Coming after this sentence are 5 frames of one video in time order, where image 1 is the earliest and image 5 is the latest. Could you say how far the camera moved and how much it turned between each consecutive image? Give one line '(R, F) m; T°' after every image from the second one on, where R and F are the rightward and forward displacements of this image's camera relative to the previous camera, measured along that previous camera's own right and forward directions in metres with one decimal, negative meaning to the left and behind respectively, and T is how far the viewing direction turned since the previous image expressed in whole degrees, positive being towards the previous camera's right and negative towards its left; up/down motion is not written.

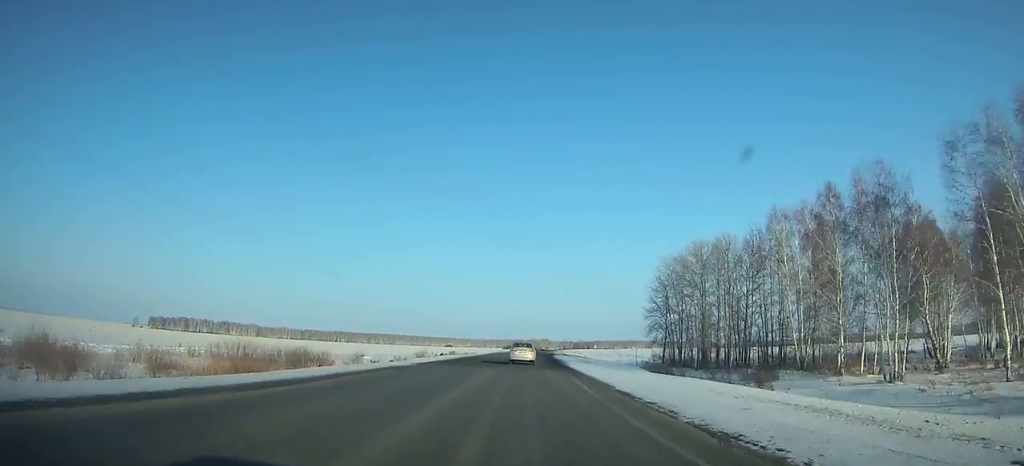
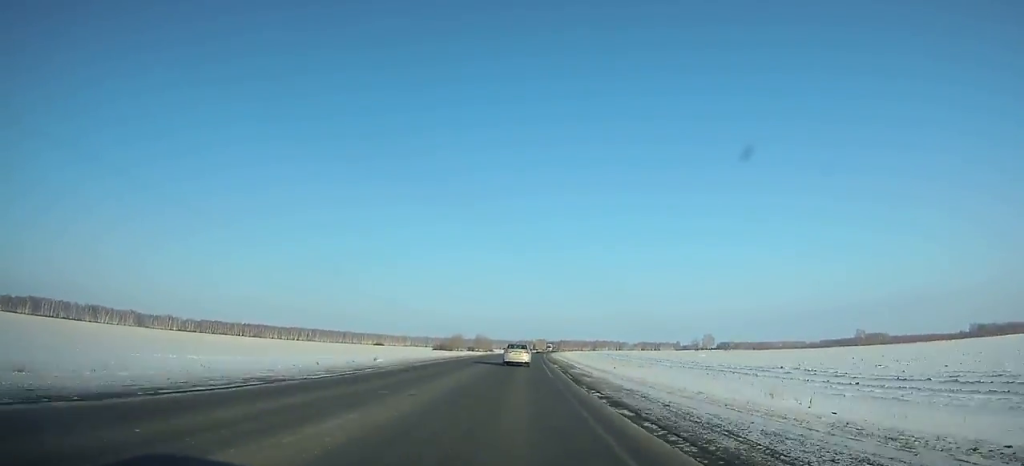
(+7.7, +195.1) m; +4°
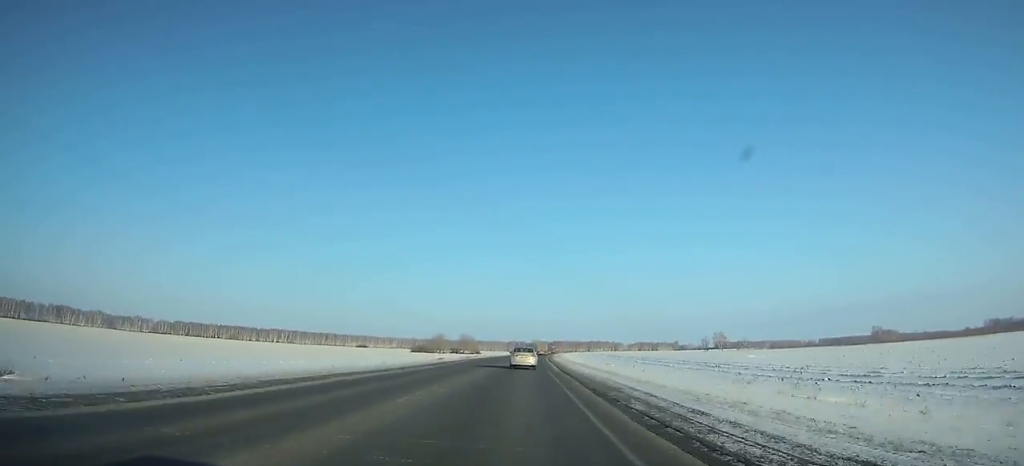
(0.0, +43.5) m; +1°
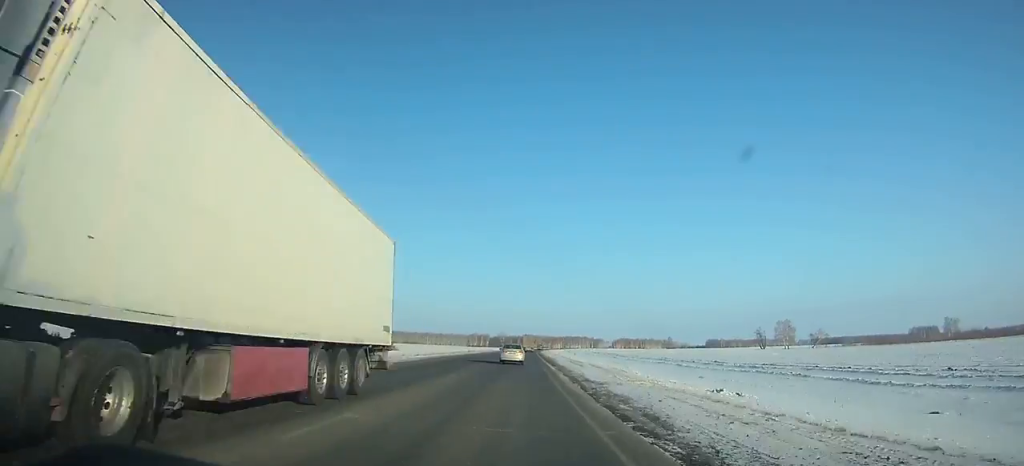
(+4.8, +146.8) m; +3°
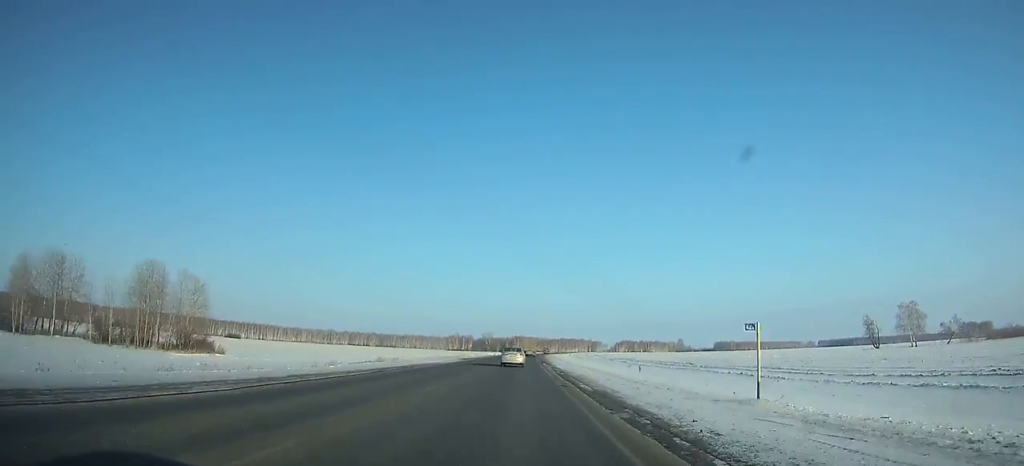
(+0.8, +97.6) m; +1°
